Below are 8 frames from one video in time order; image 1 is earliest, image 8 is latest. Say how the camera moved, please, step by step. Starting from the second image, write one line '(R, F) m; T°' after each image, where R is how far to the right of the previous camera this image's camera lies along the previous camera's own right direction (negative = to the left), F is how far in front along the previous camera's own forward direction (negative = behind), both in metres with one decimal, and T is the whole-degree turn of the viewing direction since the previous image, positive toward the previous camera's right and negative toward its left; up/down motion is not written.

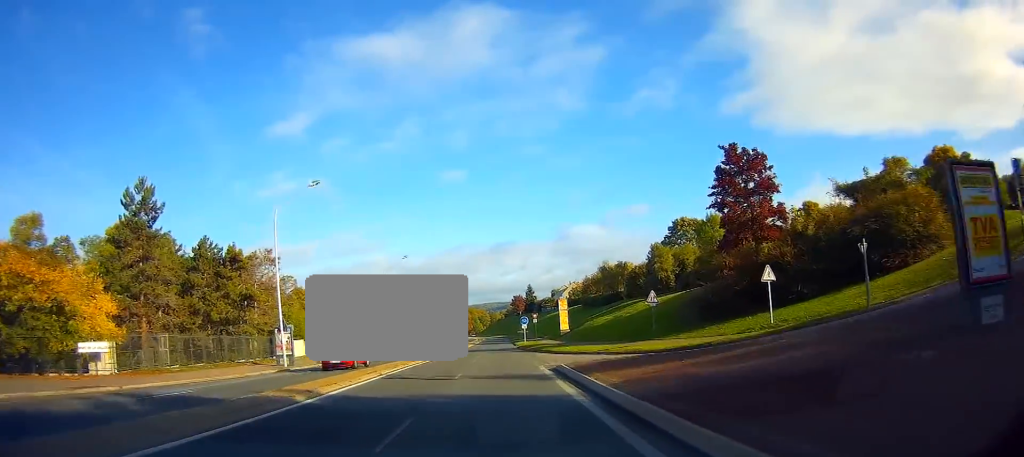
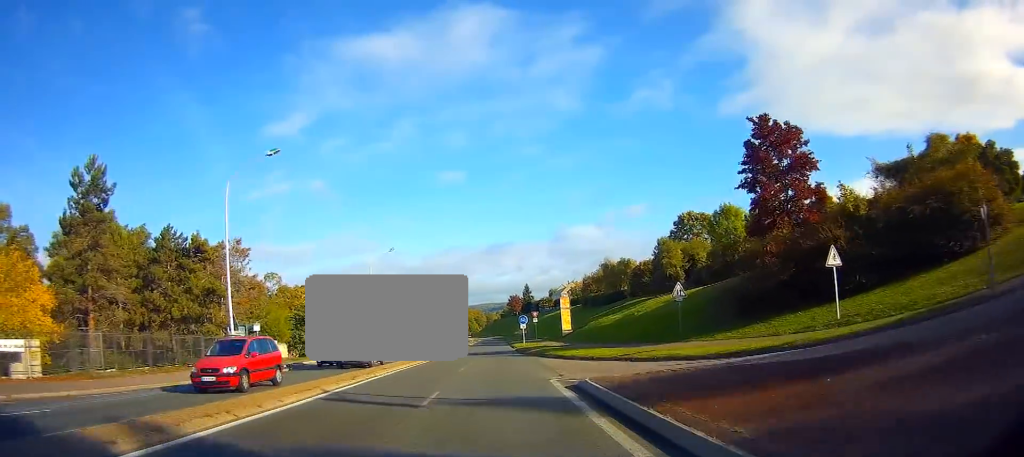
(0.0, +6.9) m; 0°
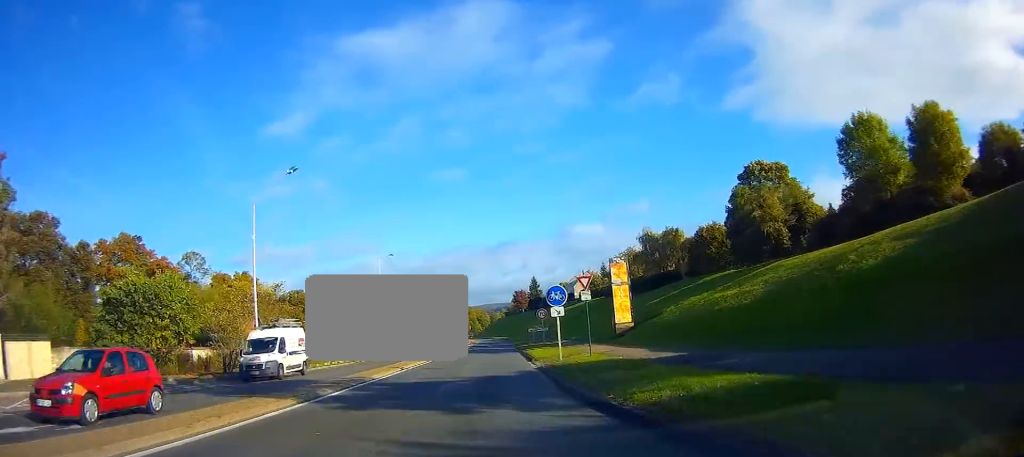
(0.0, +33.2) m; 0°
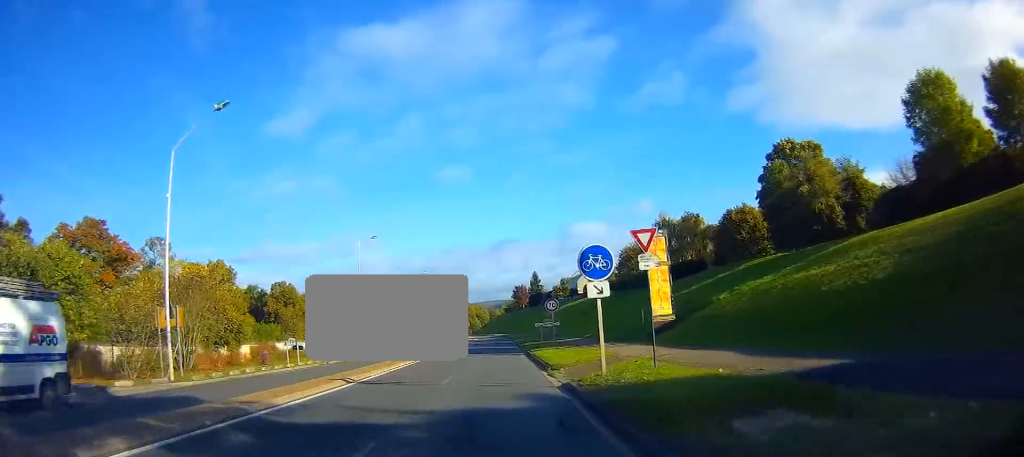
(0.0, +10.0) m; 0°
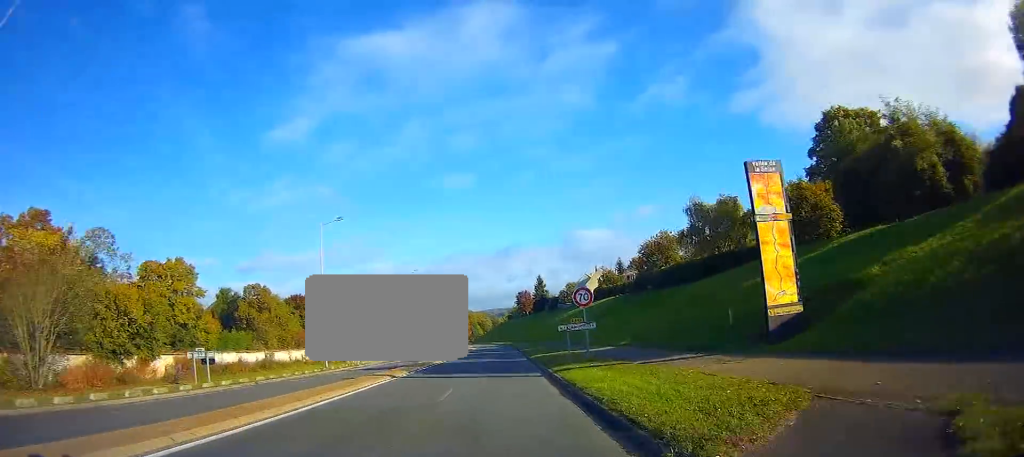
(-0.1, +13.7) m; 0°
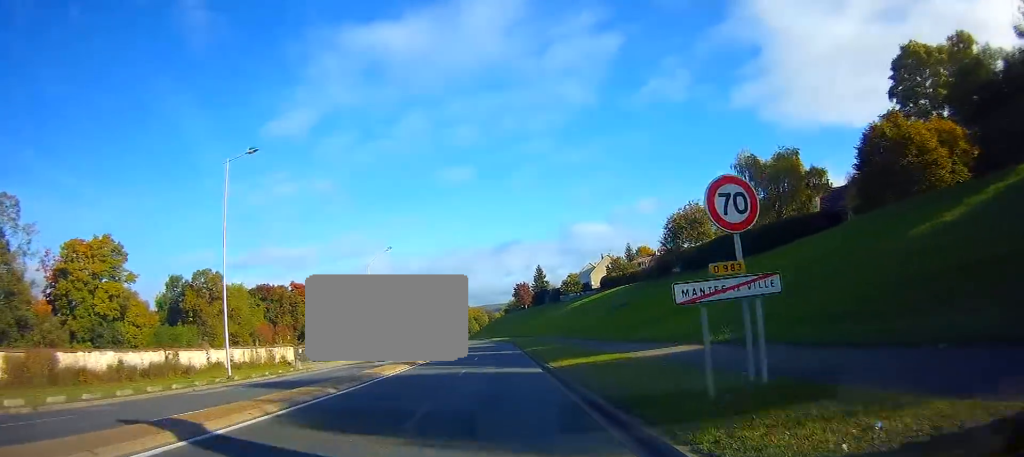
(+0.1, +16.7) m; 0°
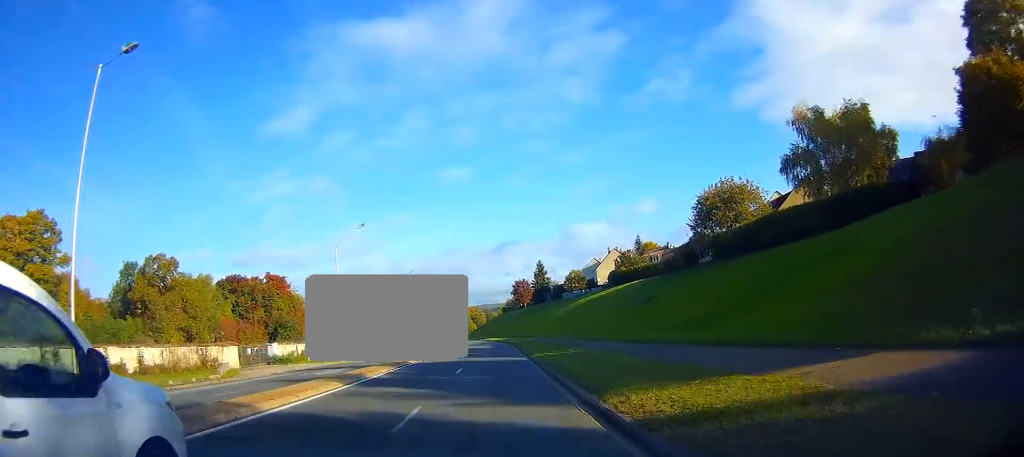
(0.0, +12.5) m; 0°
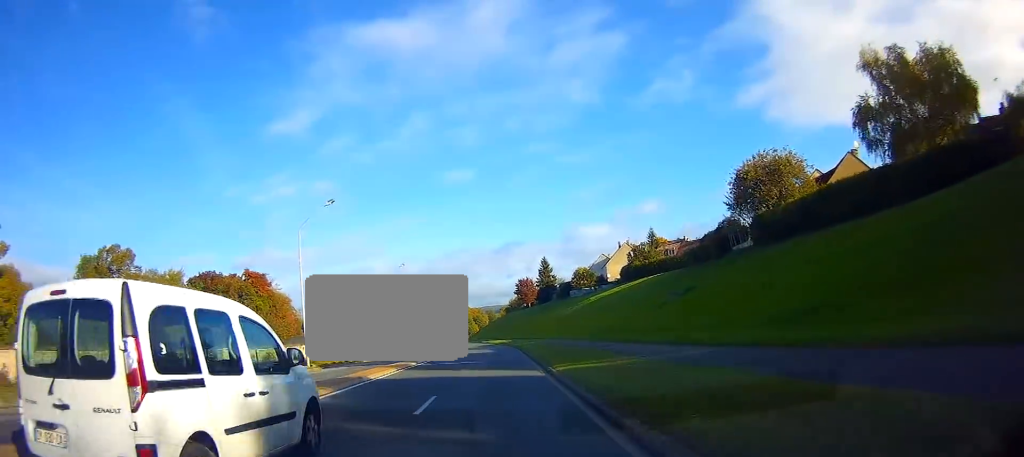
(0.0, +10.6) m; 0°
